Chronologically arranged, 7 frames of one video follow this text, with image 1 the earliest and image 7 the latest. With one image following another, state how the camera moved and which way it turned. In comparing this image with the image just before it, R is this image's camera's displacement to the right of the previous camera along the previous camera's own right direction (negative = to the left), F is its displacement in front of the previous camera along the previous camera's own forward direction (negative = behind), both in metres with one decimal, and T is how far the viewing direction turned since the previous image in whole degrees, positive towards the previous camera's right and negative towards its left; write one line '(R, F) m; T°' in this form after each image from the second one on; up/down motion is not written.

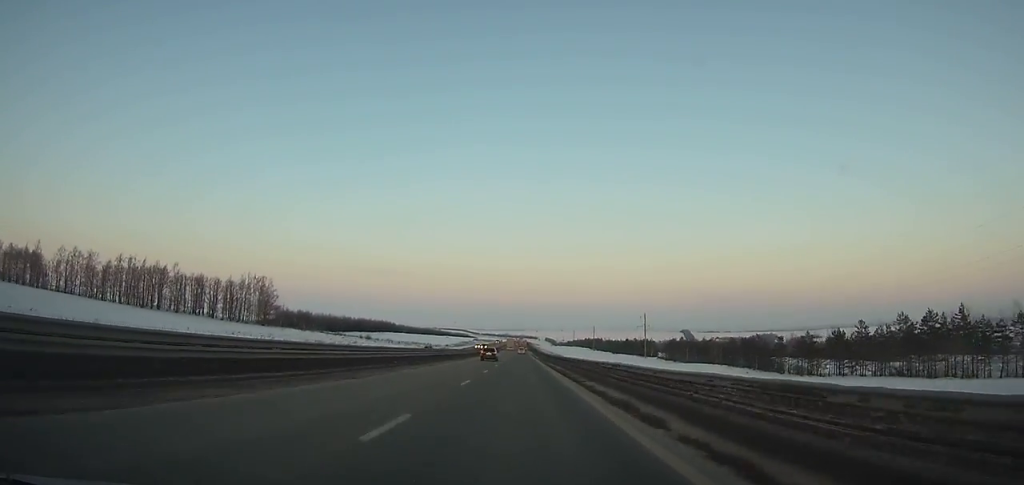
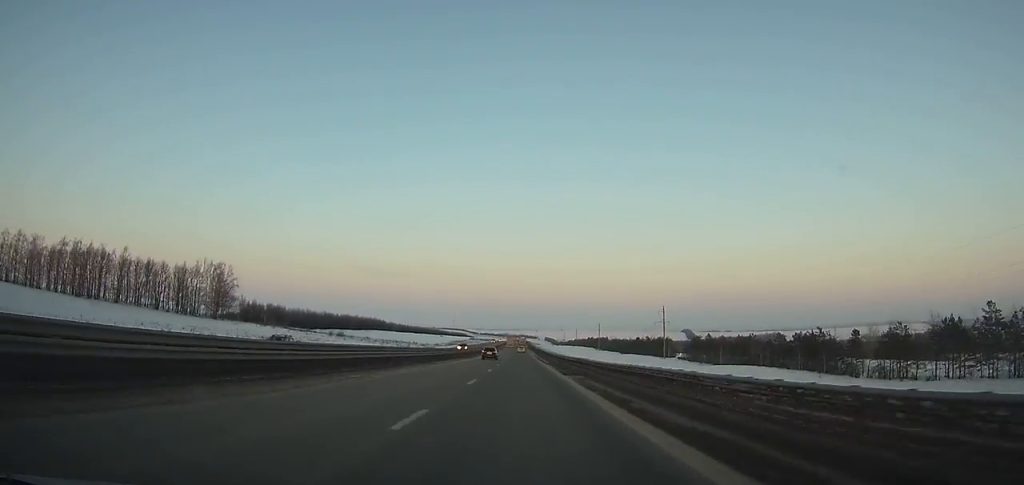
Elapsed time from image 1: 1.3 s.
(0.0, +35.7) m; 0°
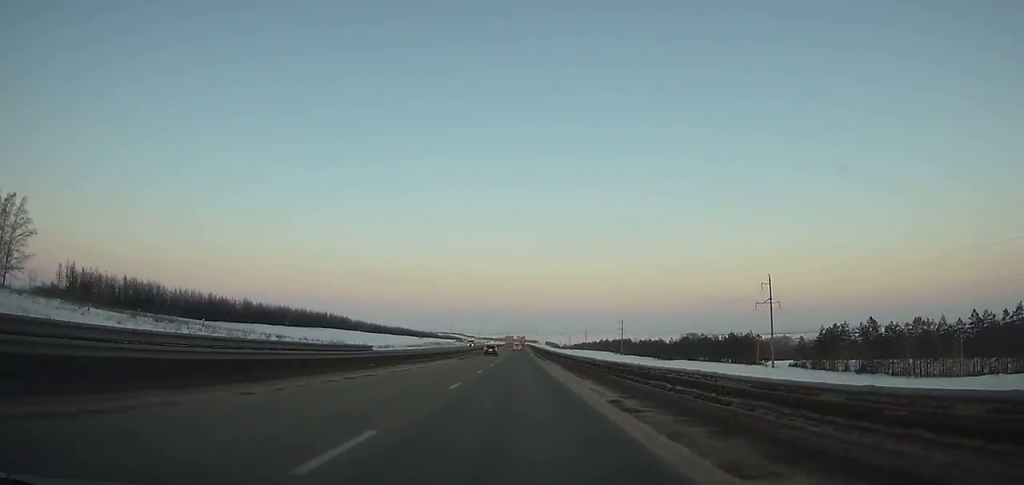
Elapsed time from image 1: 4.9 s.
(+0.2, +98.9) m; 0°
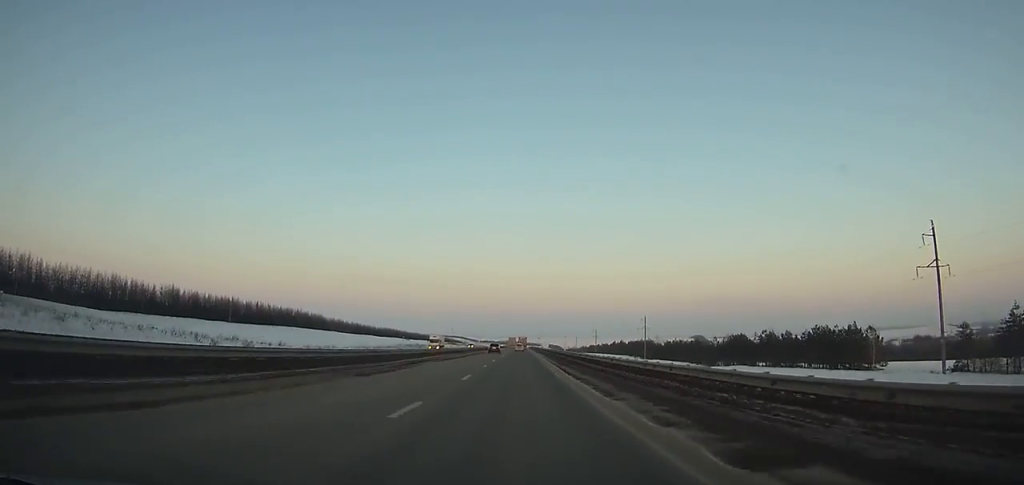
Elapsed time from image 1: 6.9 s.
(-0.2, +55.0) m; 0°
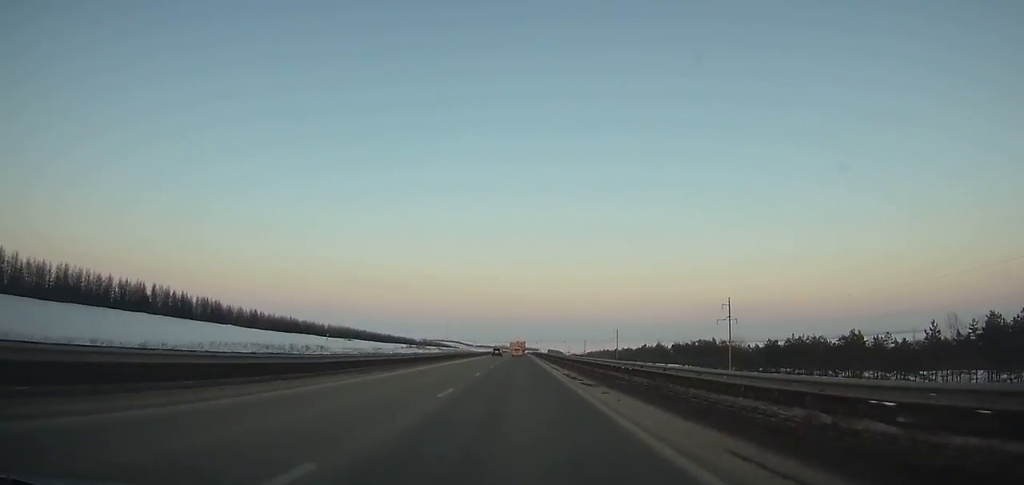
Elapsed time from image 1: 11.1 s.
(+0.3, +115.5) m; 0°
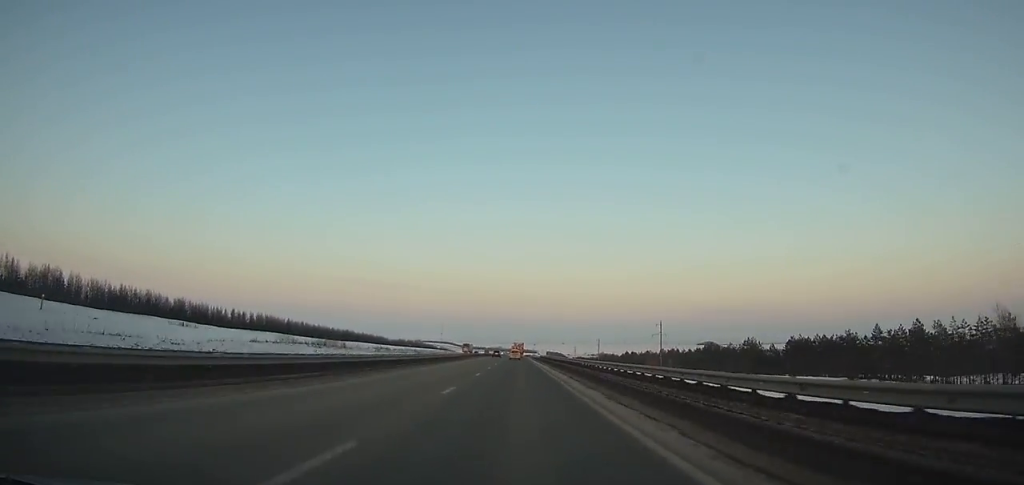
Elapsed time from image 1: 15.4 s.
(-0.2, +118.6) m; 0°
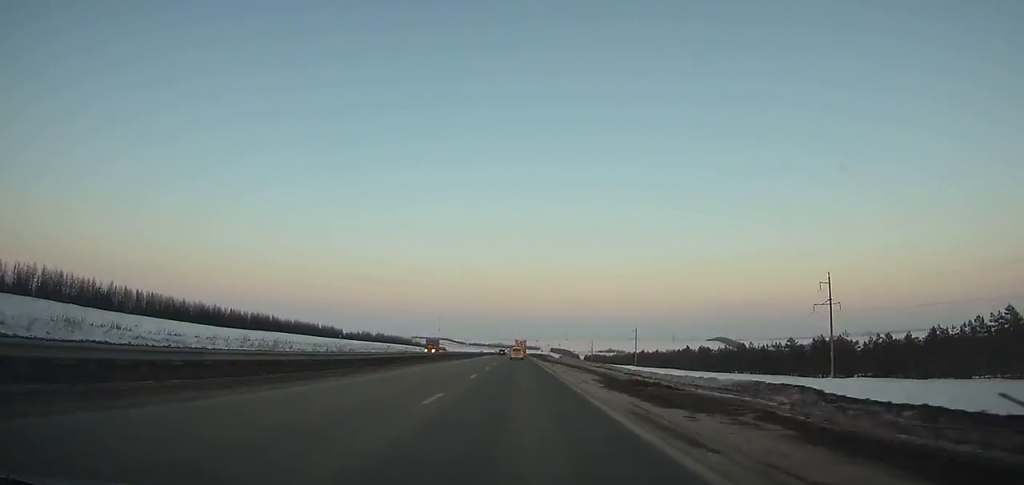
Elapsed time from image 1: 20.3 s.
(-0.1, +134.0) m; 0°
